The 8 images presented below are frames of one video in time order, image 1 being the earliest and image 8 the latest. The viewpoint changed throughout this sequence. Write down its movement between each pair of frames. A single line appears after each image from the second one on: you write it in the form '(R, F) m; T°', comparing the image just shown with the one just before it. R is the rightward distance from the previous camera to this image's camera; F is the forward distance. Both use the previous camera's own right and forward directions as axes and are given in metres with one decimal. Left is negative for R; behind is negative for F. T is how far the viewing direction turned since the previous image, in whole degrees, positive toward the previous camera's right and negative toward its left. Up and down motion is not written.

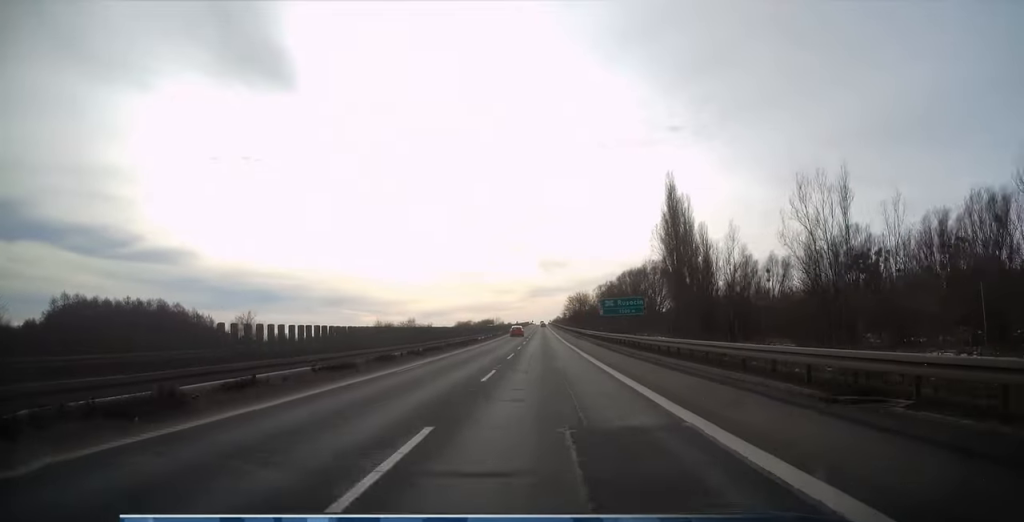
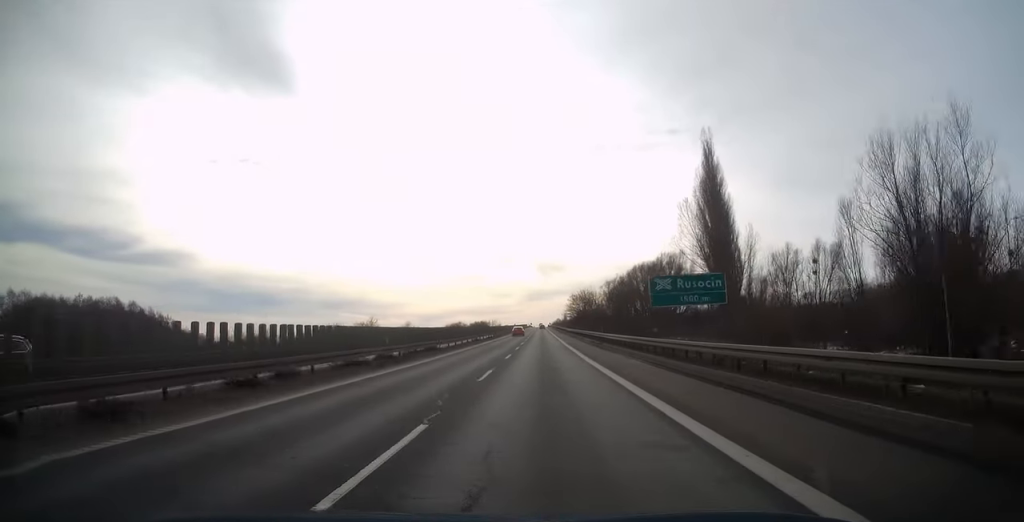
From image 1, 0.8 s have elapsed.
(+0.1, +23.7) m; 0°
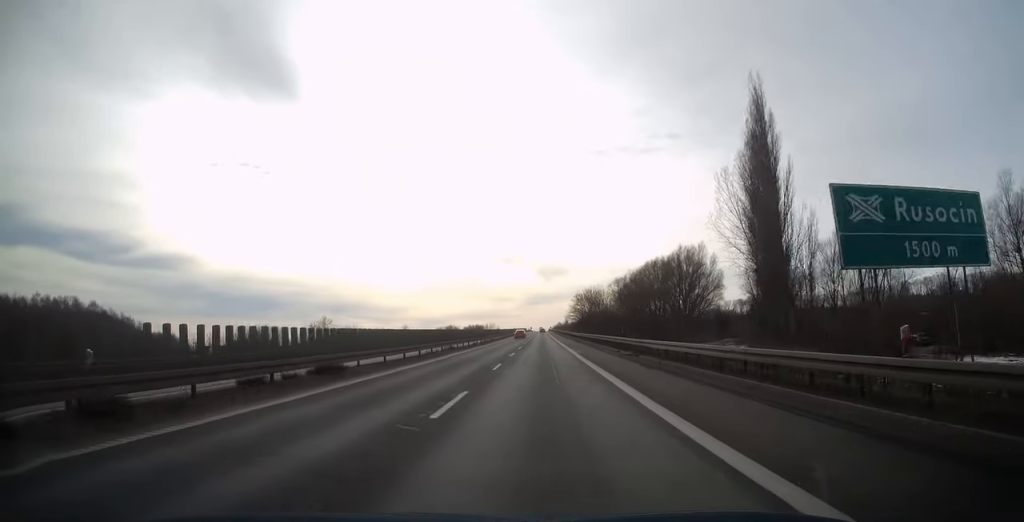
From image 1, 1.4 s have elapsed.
(0.0, +18.8) m; 0°
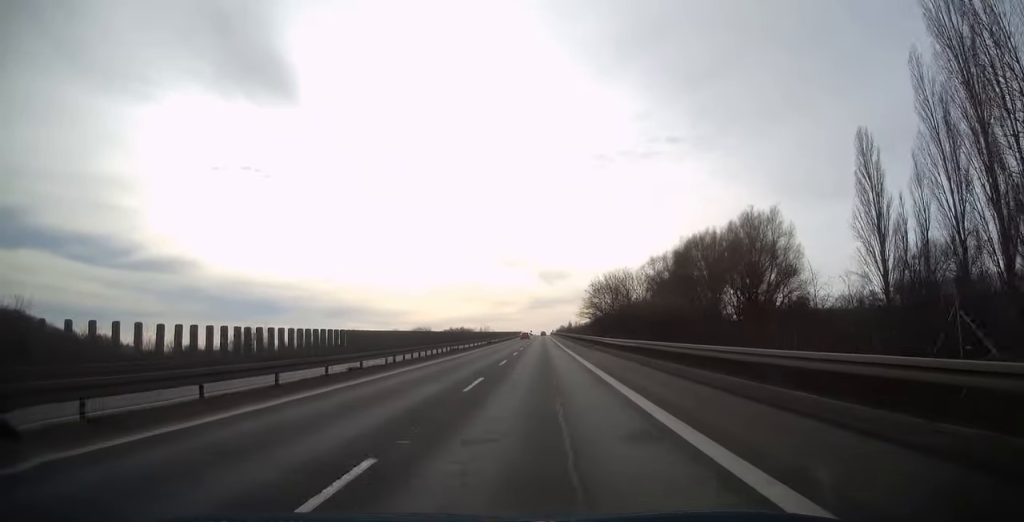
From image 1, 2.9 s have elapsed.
(0.0, +43.5) m; 0°
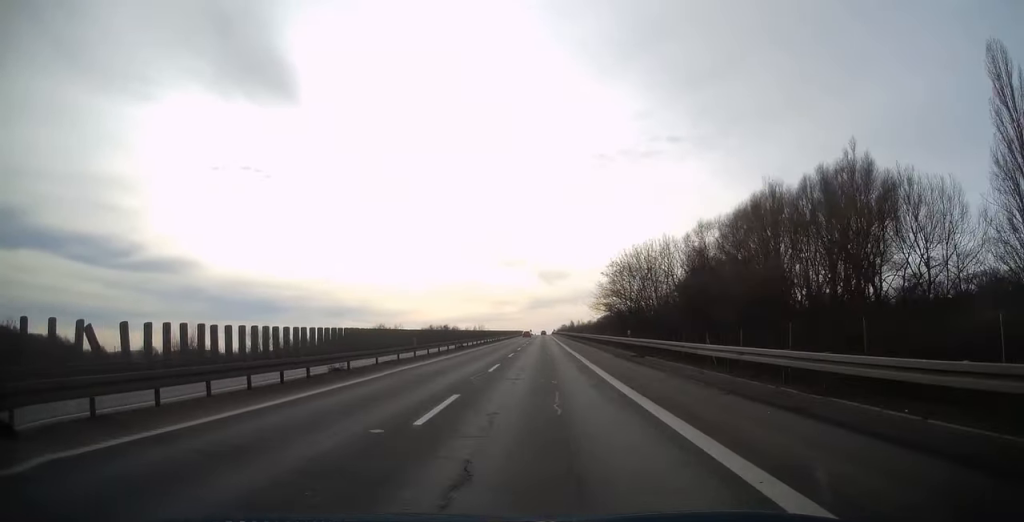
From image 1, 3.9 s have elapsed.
(0.0, +29.3) m; 0°
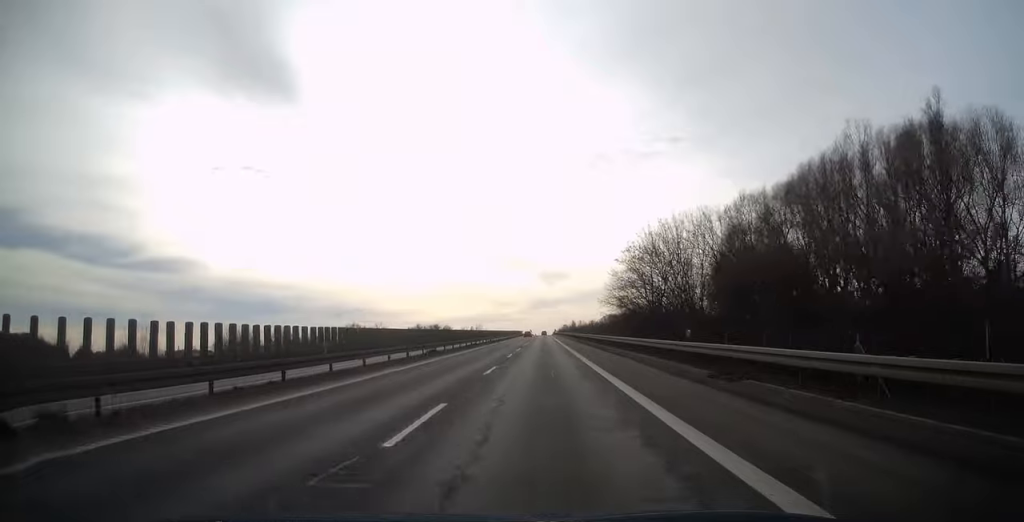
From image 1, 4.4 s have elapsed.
(0.0, +13.9) m; 0°
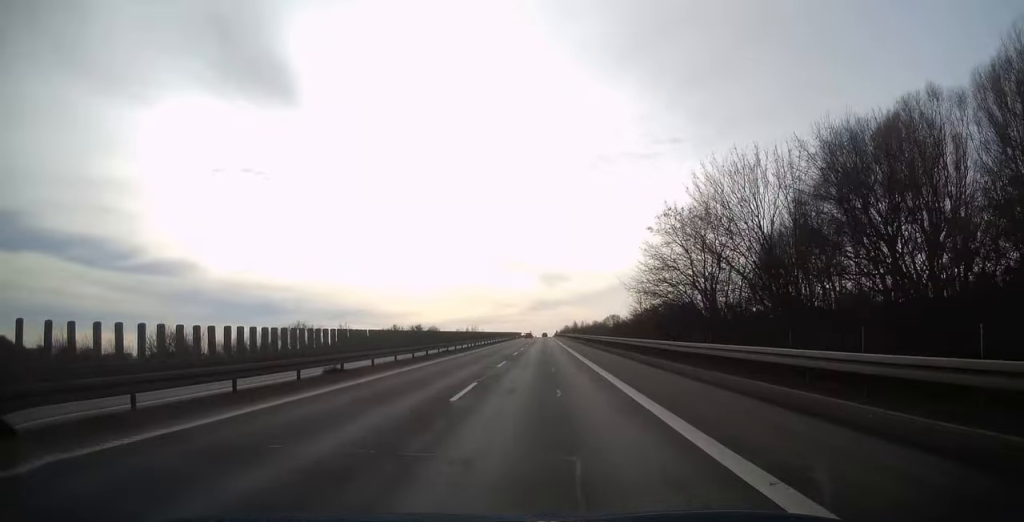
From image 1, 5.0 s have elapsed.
(0.0, +18.9) m; 0°
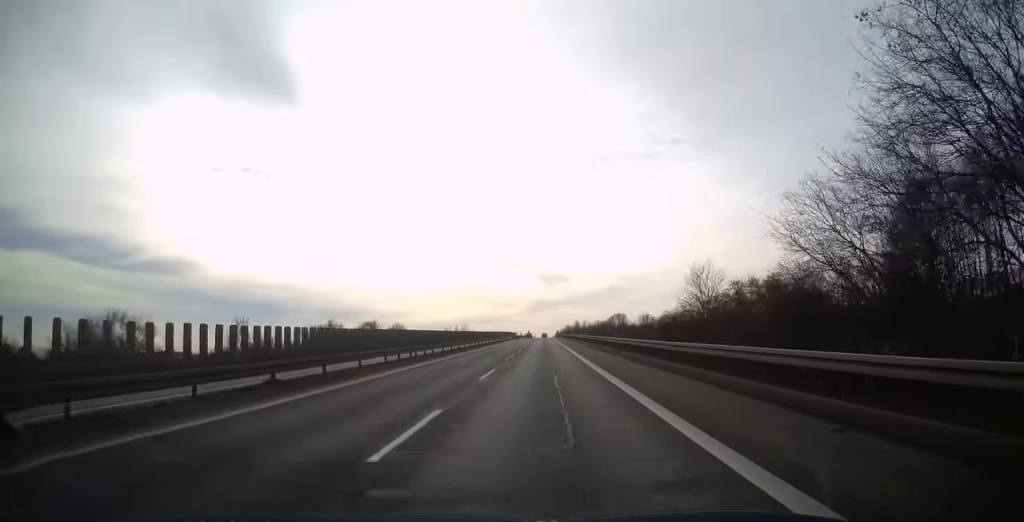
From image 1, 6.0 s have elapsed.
(+0.1, +29.8) m; 0°
